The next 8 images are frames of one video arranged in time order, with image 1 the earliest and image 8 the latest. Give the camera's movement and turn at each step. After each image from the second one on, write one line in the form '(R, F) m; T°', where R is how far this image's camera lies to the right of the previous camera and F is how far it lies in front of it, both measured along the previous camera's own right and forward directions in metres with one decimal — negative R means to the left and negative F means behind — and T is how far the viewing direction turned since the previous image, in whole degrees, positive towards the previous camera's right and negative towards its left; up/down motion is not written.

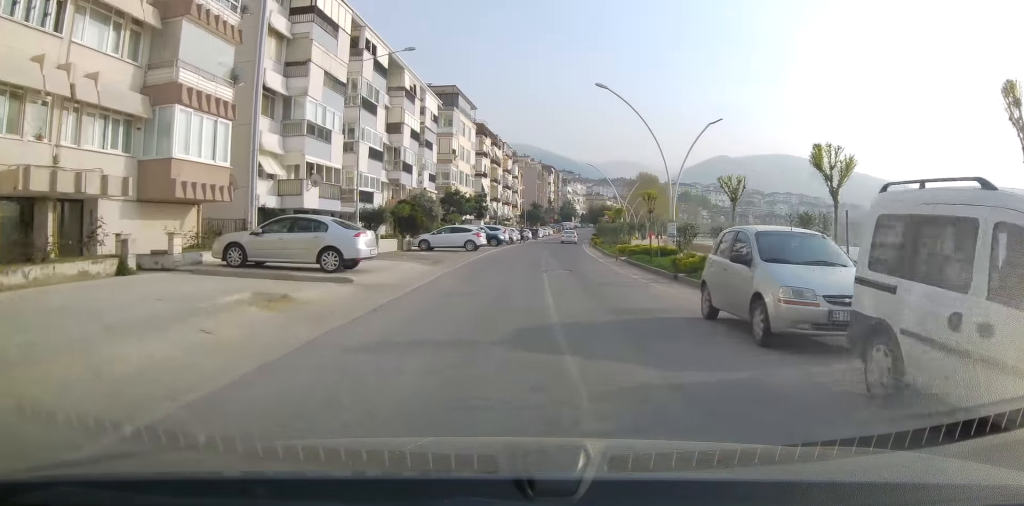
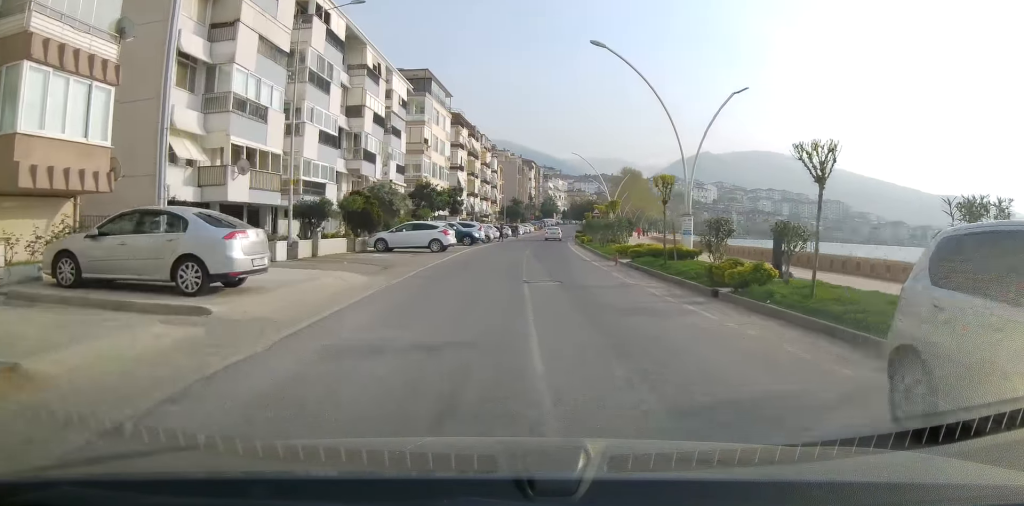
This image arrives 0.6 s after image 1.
(0.0, +6.1) m; +1°
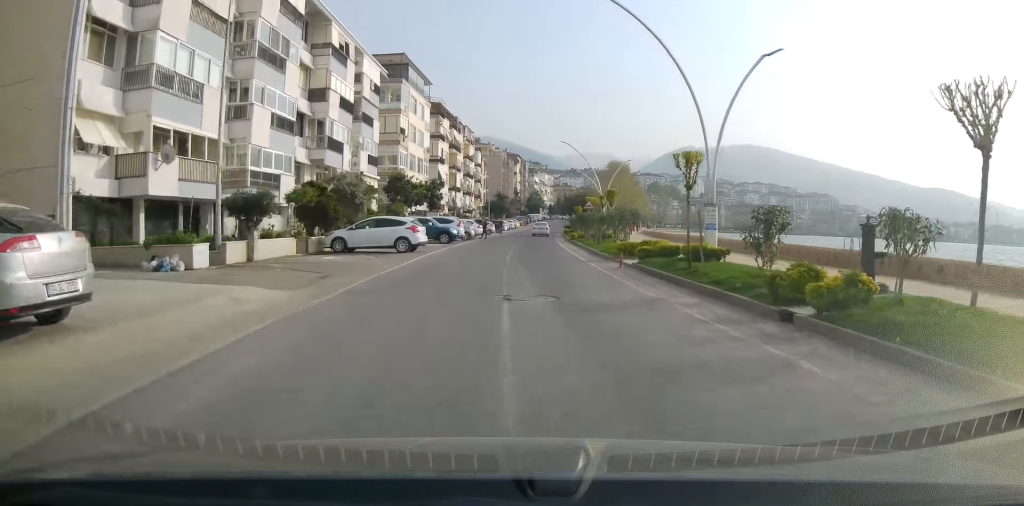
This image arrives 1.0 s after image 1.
(-0.1, +4.5) m; +1°
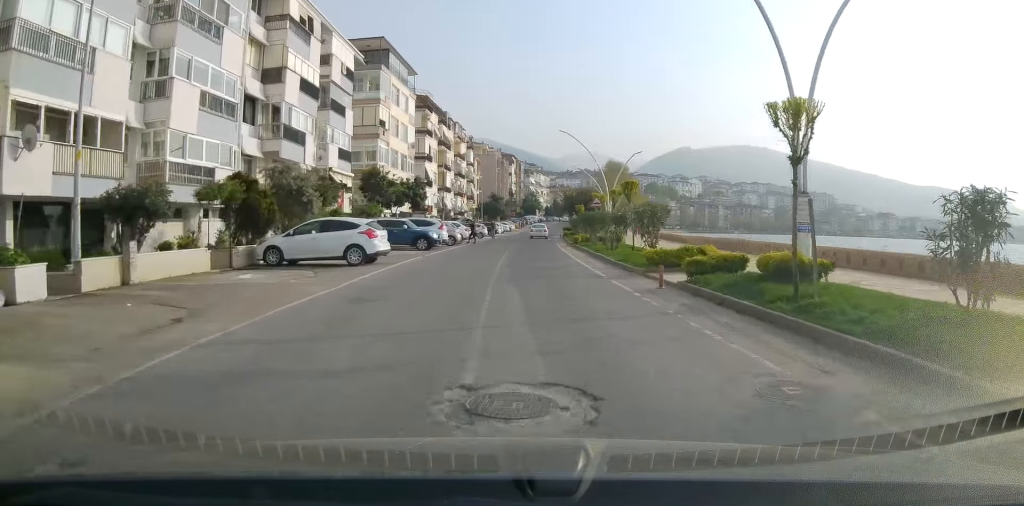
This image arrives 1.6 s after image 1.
(+0.2, +6.5) m; +1°
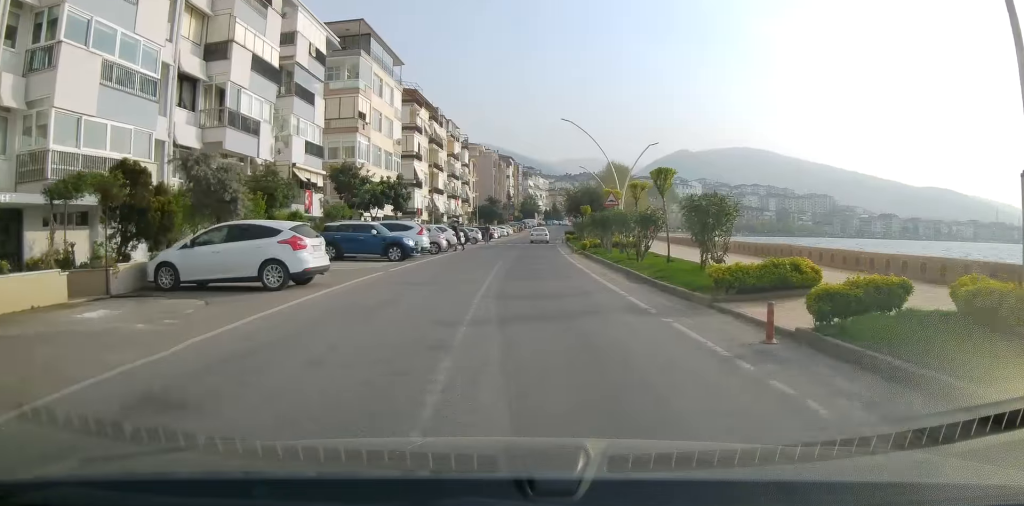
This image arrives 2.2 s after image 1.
(+0.1, +6.1) m; +1°
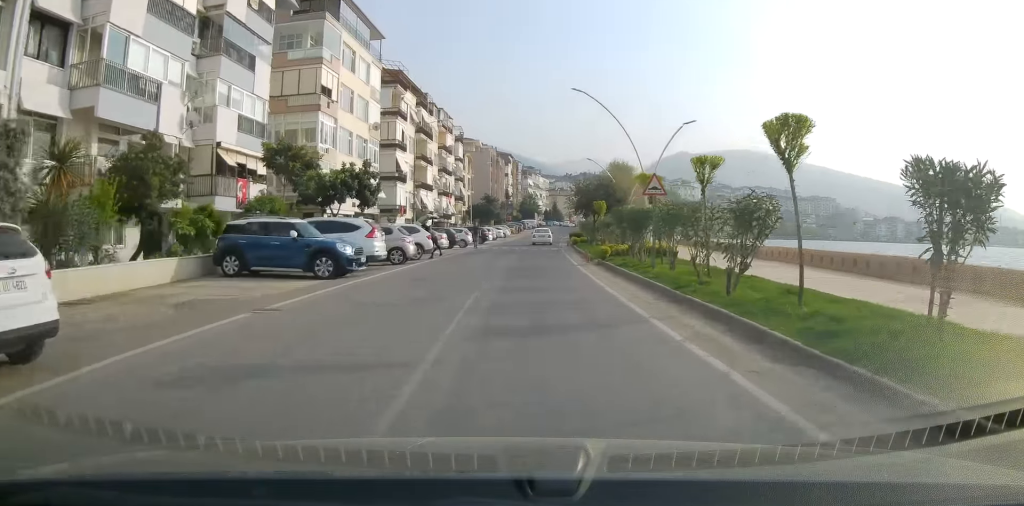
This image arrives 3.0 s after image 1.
(0.0, +8.8) m; 0°
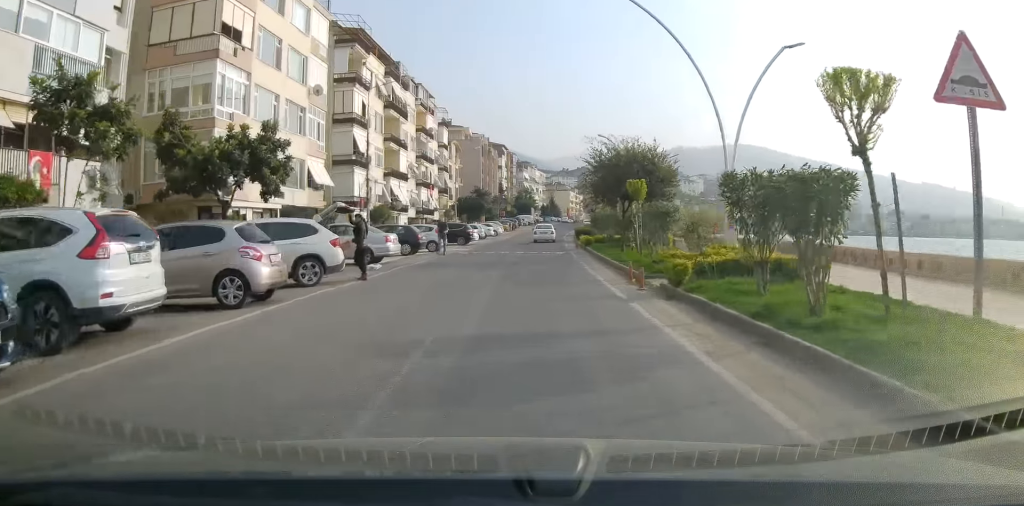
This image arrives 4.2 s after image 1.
(+0.1, +12.9) m; 0°
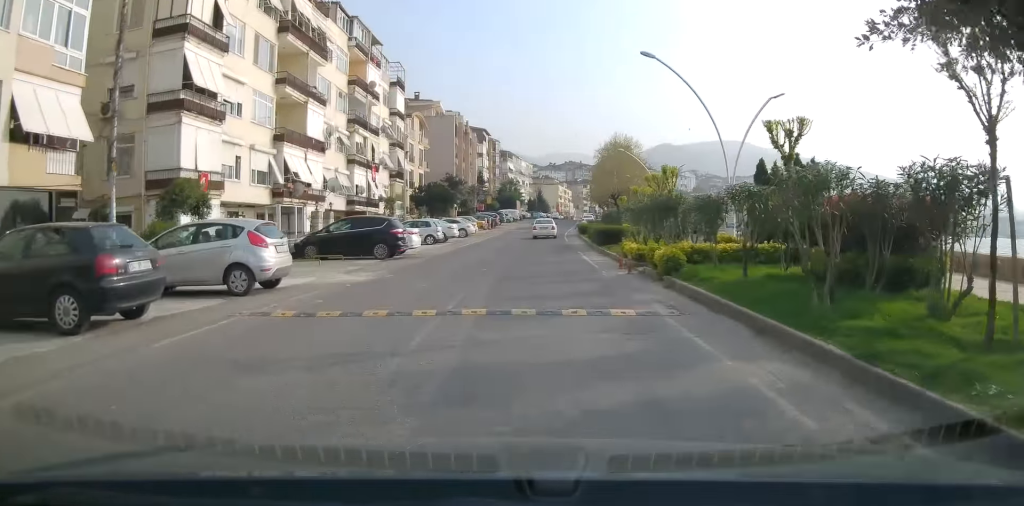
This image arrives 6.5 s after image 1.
(-0.6, +23.0) m; -2°
